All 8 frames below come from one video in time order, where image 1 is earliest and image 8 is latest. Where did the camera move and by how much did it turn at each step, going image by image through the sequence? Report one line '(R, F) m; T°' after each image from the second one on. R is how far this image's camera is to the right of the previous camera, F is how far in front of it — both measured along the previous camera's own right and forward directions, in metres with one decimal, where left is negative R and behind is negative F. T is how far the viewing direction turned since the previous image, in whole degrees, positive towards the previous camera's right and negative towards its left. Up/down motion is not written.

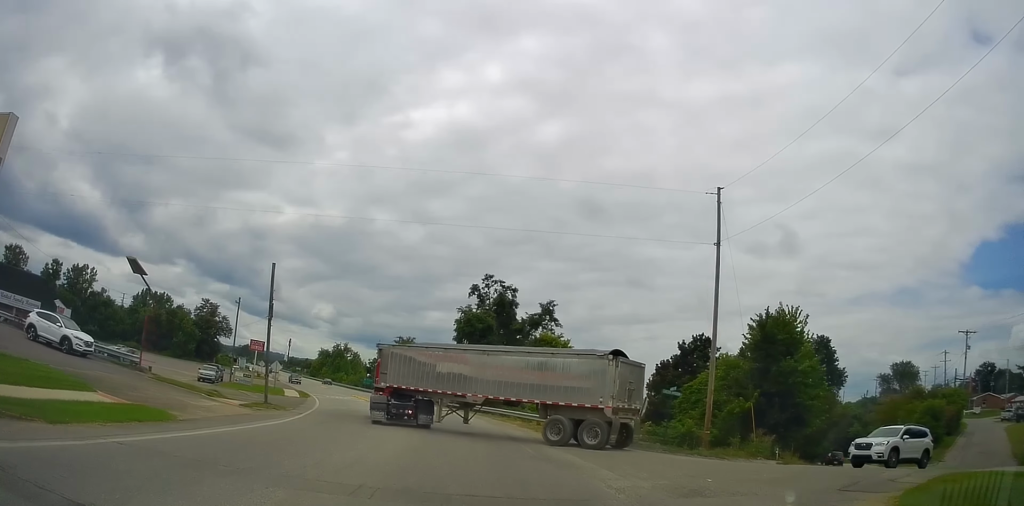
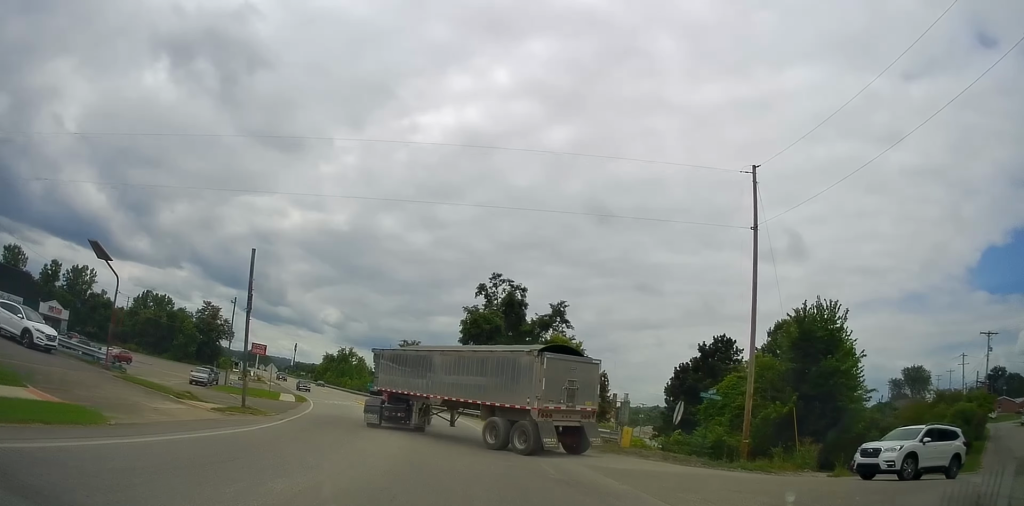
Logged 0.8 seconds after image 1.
(-0.4, +3.9) m; 0°
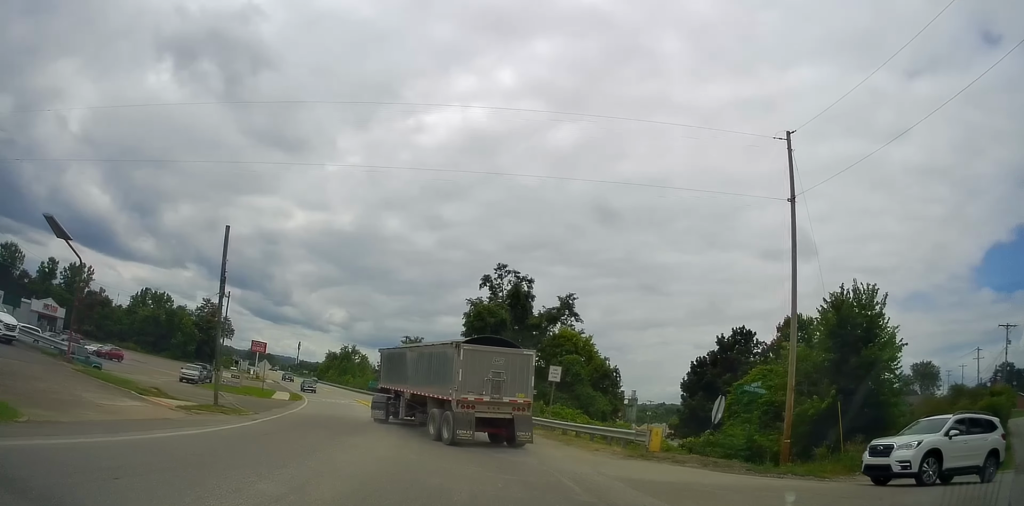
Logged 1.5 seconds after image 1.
(+0.2, +3.6) m; +4°
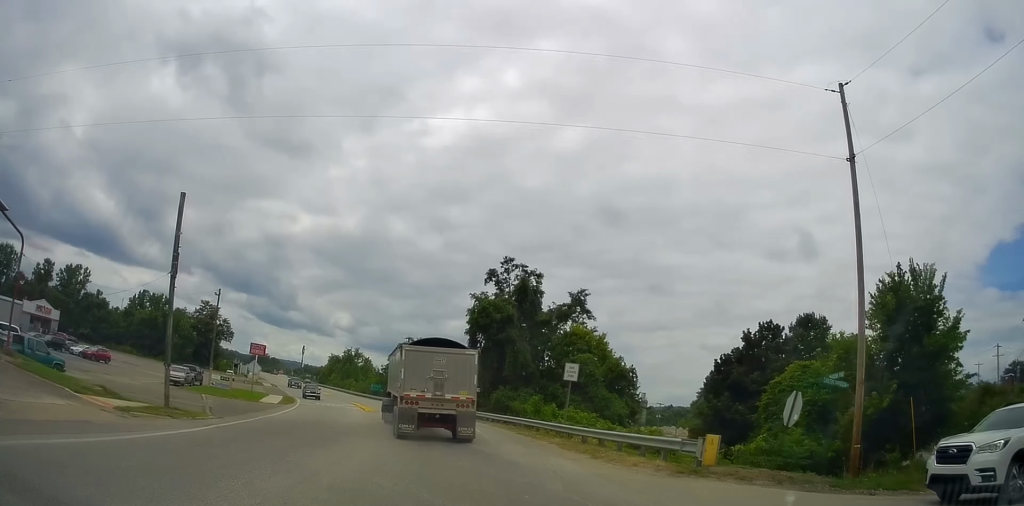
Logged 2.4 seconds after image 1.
(+0.2, +4.5) m; +2°
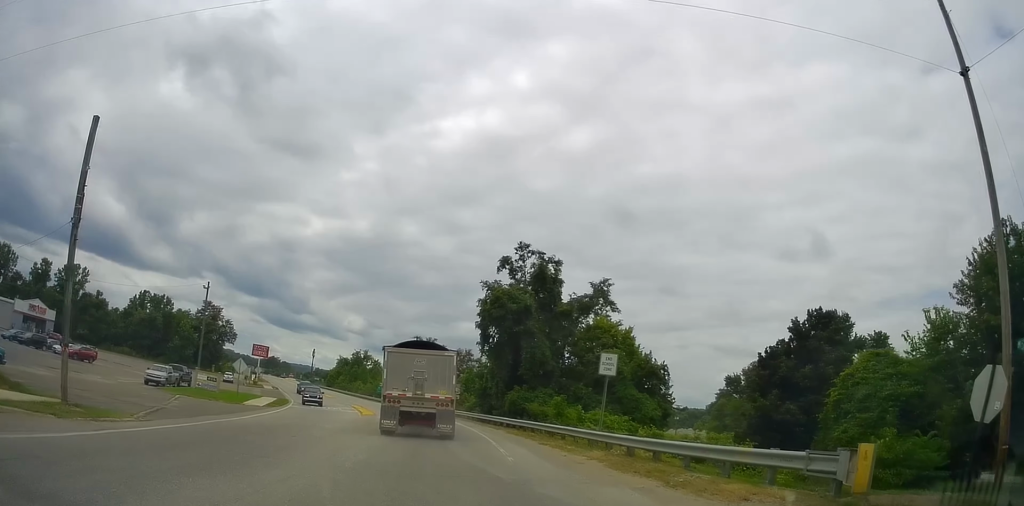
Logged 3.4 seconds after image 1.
(0.0, +5.8) m; -2°
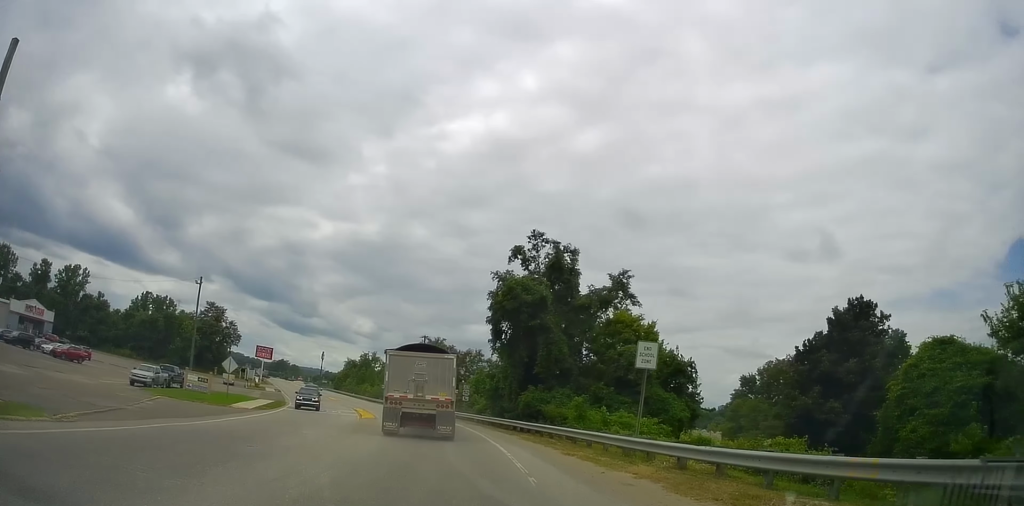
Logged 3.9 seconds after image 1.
(+0.1, +3.7) m; -3°
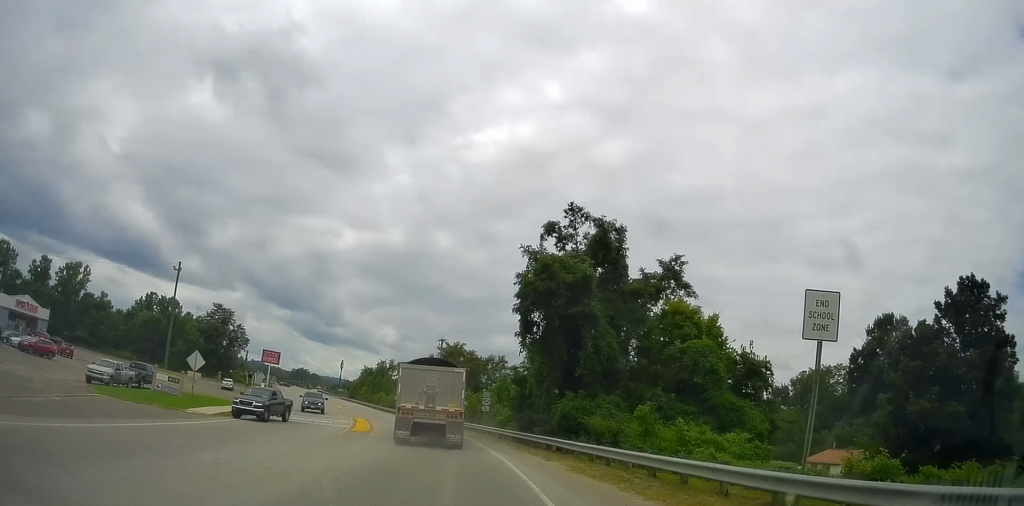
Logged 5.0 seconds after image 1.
(-0.5, +8.4) m; -3°
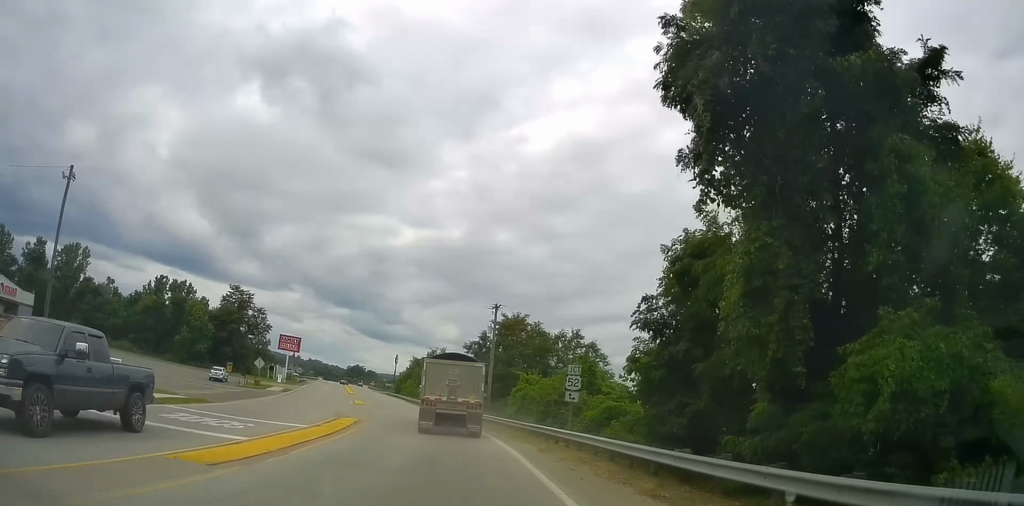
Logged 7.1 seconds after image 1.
(-0.8, +20.7) m; -5°
